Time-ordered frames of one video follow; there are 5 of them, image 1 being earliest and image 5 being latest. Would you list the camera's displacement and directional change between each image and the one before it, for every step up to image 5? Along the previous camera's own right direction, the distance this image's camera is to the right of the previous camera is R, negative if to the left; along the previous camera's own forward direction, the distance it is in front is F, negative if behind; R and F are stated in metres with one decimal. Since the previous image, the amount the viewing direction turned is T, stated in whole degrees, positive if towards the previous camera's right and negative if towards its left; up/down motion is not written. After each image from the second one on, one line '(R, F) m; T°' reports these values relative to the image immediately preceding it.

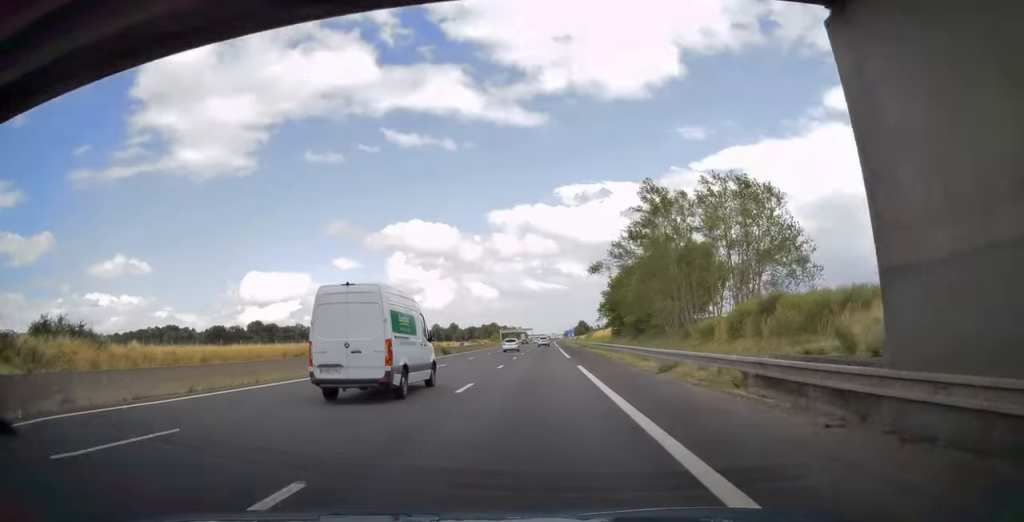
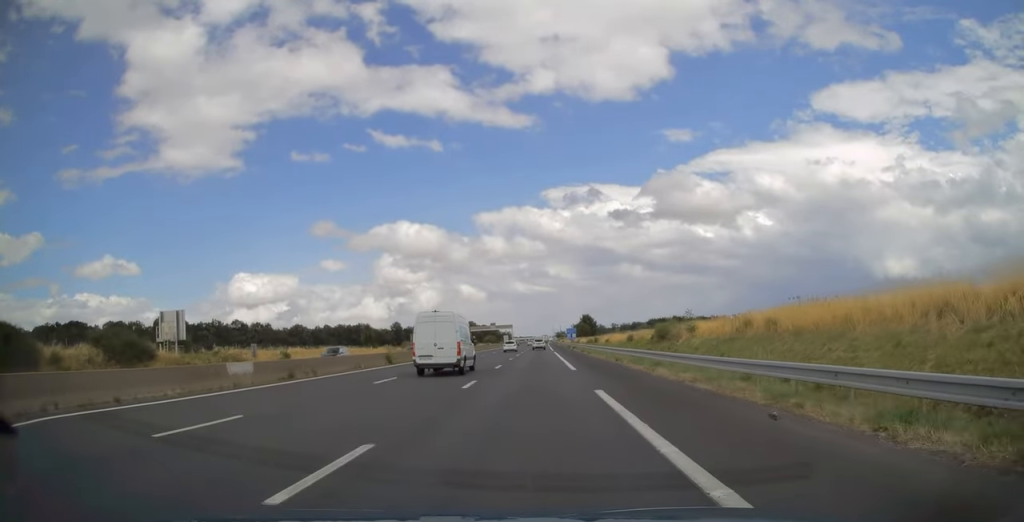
(-0.2, +115.1) m; 0°
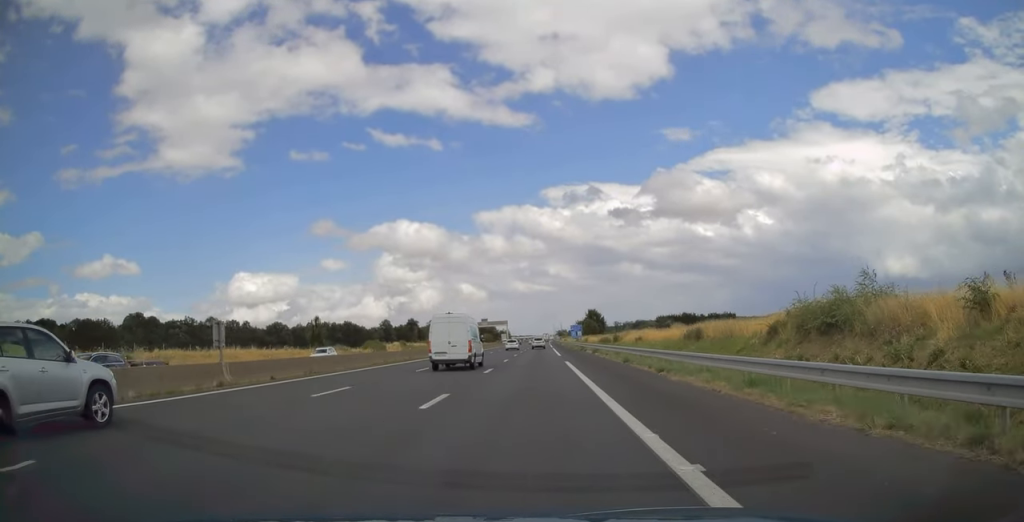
(+0.3, +32.1) m; +1°
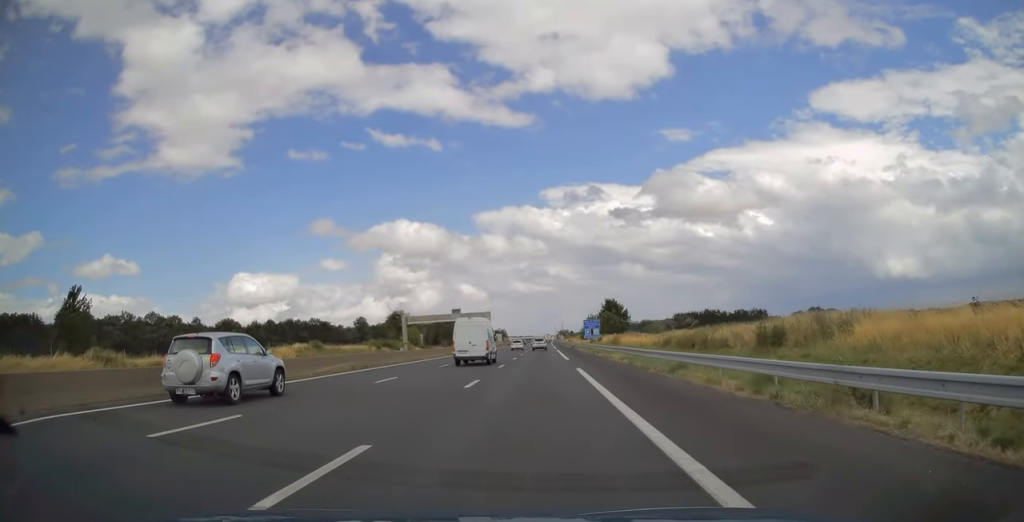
(-0.1, +59.7) m; -1°
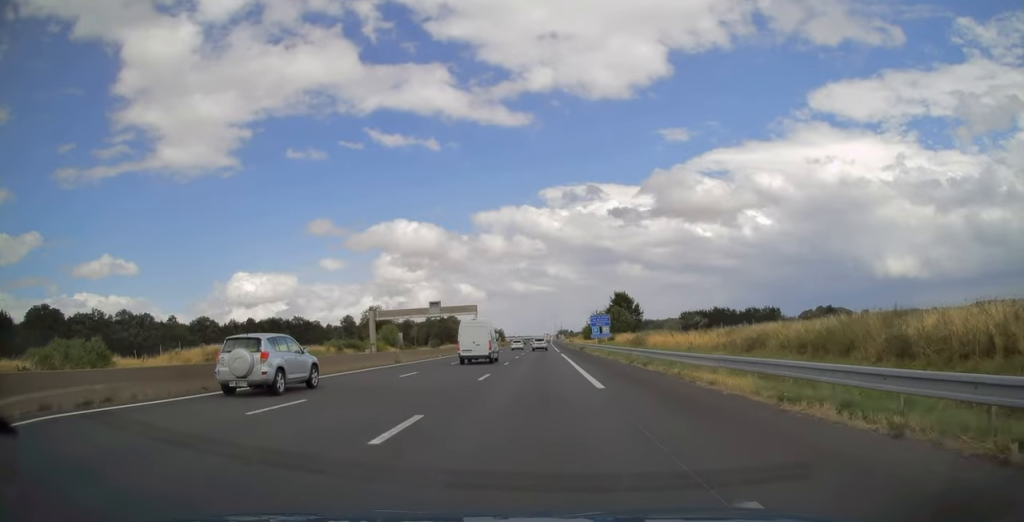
(-0.3, +22.8) m; 0°
